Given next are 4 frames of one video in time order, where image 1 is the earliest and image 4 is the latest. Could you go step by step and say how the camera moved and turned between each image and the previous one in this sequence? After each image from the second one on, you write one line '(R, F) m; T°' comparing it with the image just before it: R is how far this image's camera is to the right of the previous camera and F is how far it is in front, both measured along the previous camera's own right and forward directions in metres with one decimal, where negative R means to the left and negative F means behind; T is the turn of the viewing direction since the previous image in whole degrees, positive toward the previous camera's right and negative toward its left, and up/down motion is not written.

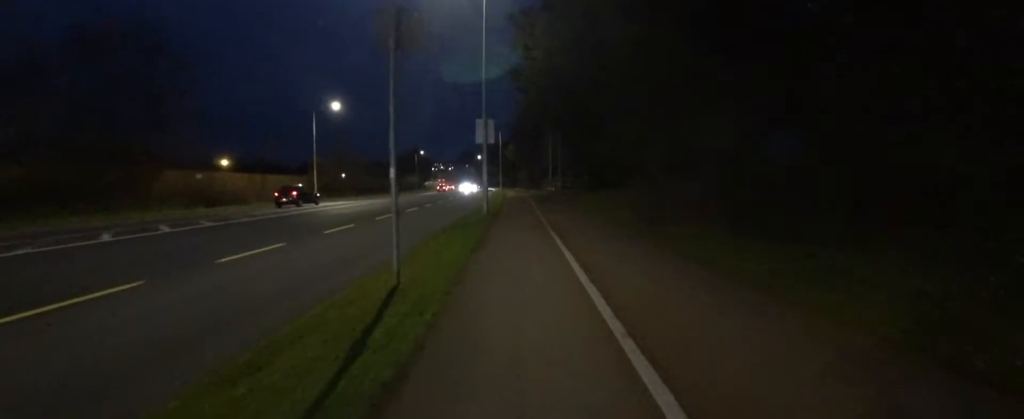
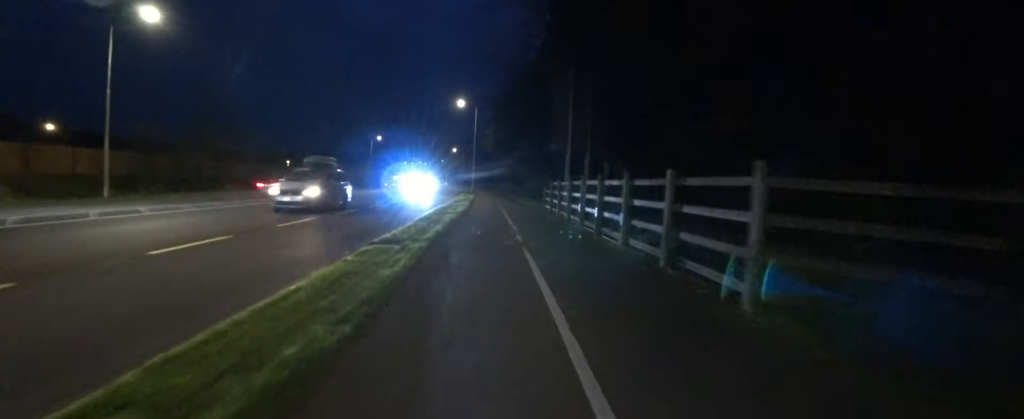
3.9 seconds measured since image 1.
(+0.5, +21.9) m; 0°
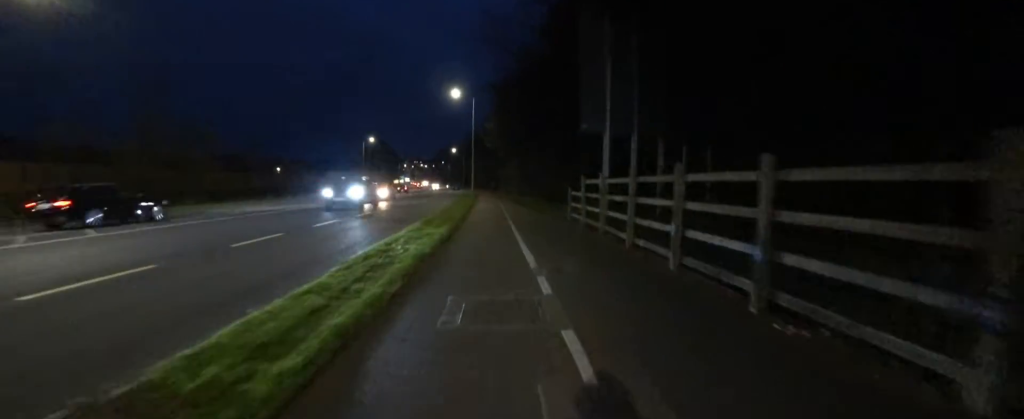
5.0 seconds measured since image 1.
(+0.2, +6.5) m; +4°
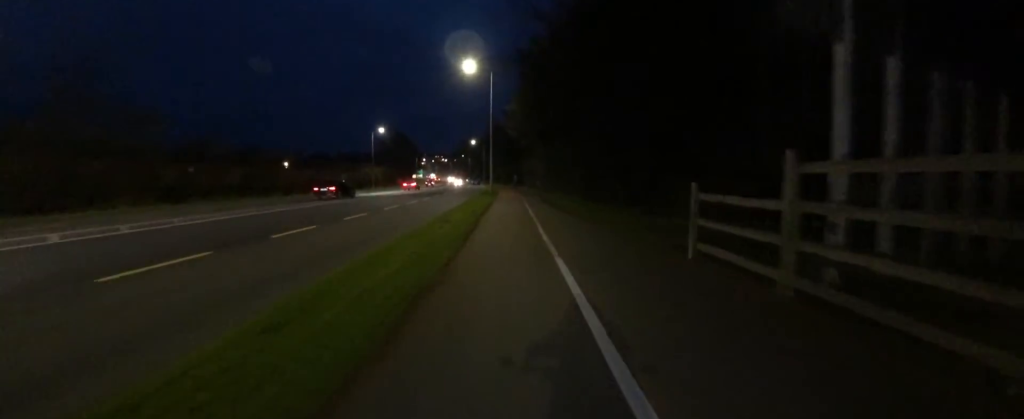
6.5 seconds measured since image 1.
(0.0, +8.1) m; -3°
